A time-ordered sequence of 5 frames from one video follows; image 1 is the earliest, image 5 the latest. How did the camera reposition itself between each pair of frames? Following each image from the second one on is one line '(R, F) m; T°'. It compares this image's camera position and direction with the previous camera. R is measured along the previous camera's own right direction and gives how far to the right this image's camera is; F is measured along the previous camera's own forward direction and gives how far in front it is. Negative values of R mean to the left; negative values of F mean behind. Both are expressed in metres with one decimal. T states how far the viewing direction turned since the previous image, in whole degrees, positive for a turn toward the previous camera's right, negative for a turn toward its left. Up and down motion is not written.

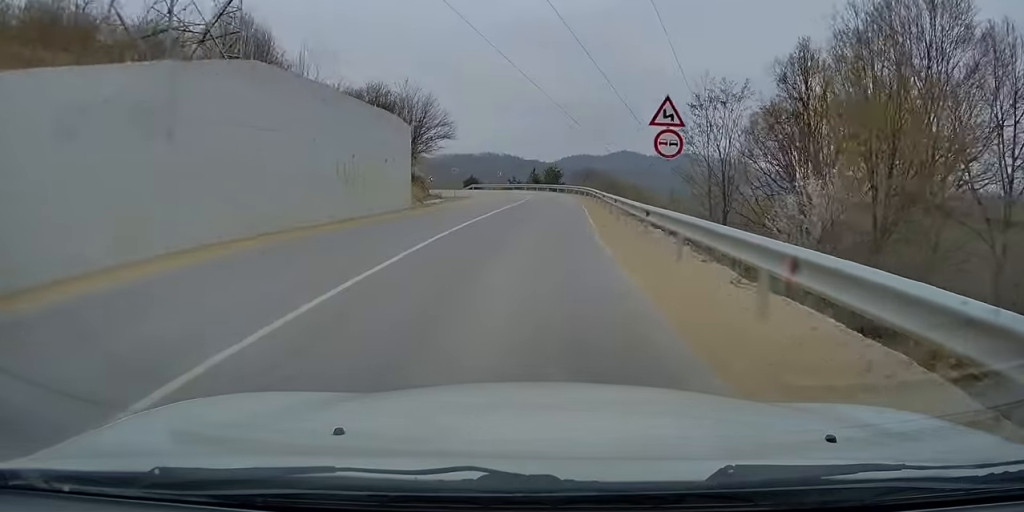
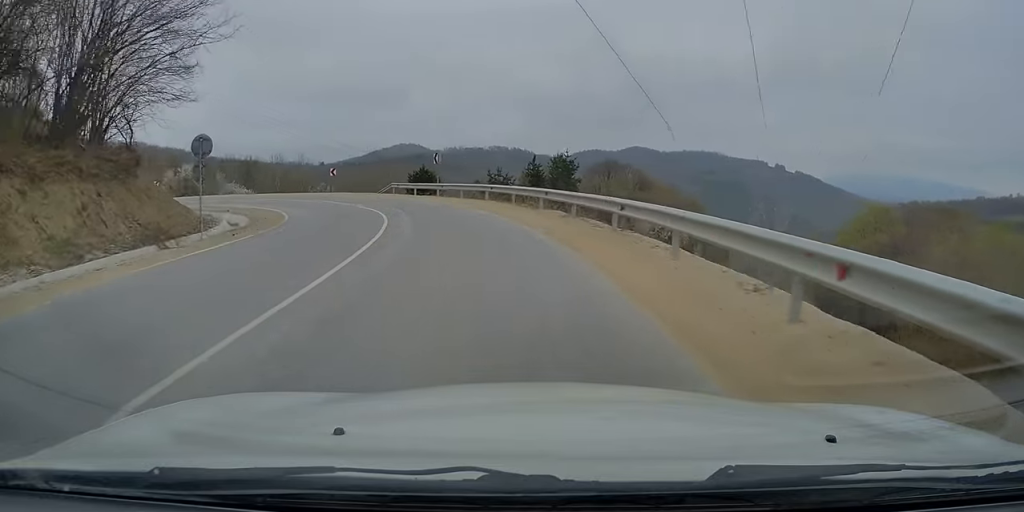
(0.0, +48.2) m; -7°
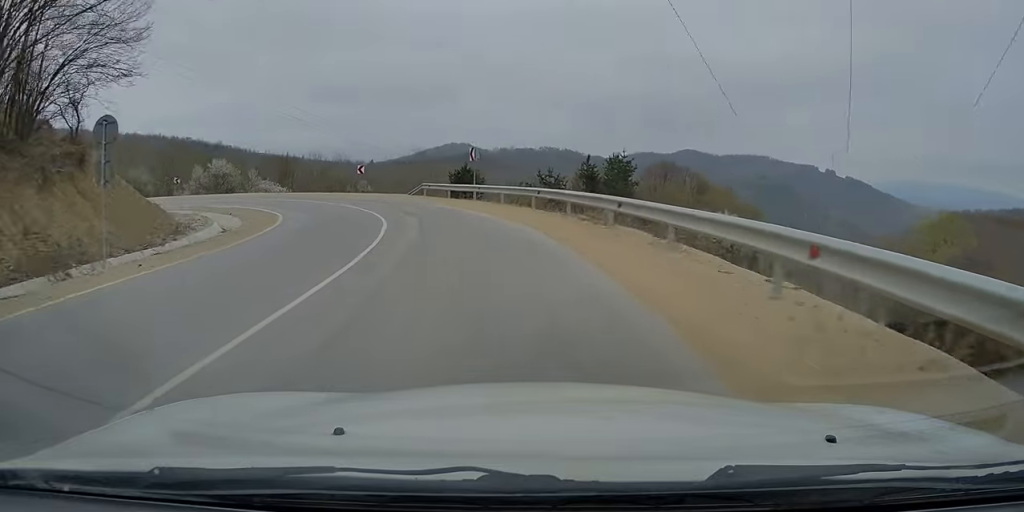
(-0.3, +6.7) m; -5°
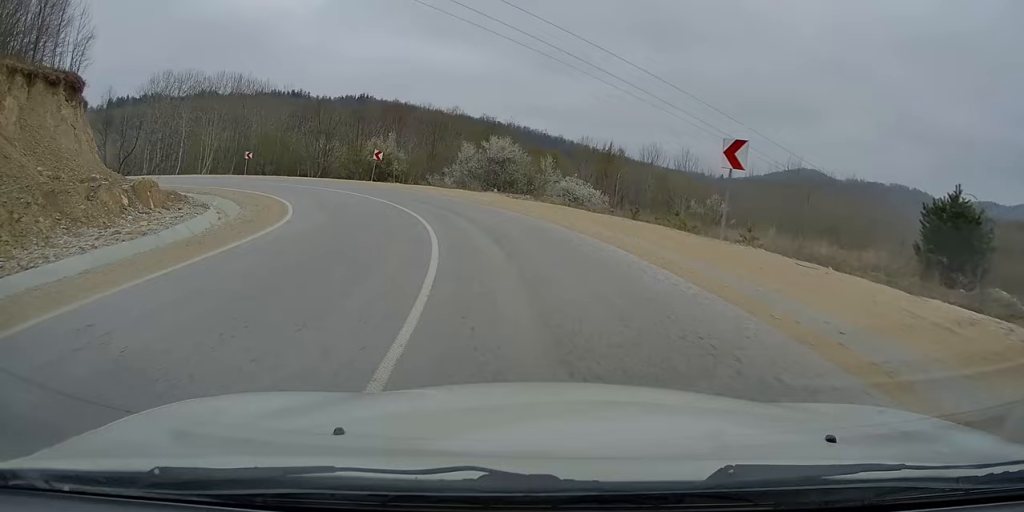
(-8.3, +34.4) m; -30°
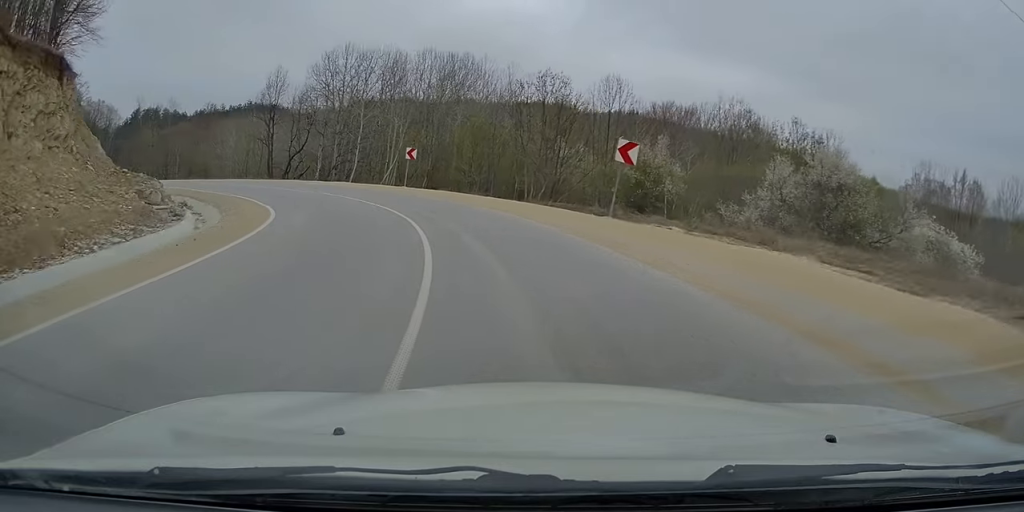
(-5.5, +25.9) m; -24°
